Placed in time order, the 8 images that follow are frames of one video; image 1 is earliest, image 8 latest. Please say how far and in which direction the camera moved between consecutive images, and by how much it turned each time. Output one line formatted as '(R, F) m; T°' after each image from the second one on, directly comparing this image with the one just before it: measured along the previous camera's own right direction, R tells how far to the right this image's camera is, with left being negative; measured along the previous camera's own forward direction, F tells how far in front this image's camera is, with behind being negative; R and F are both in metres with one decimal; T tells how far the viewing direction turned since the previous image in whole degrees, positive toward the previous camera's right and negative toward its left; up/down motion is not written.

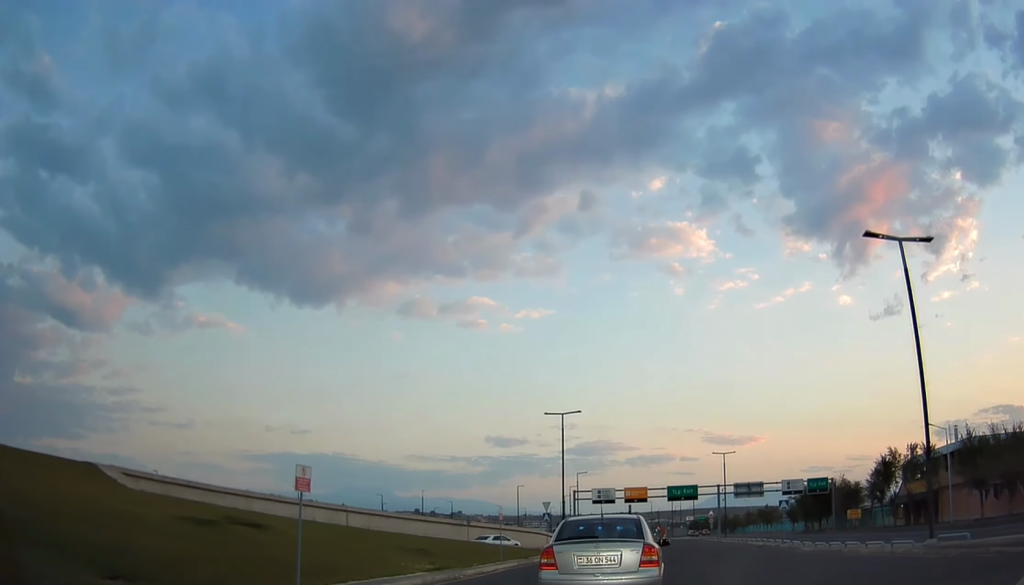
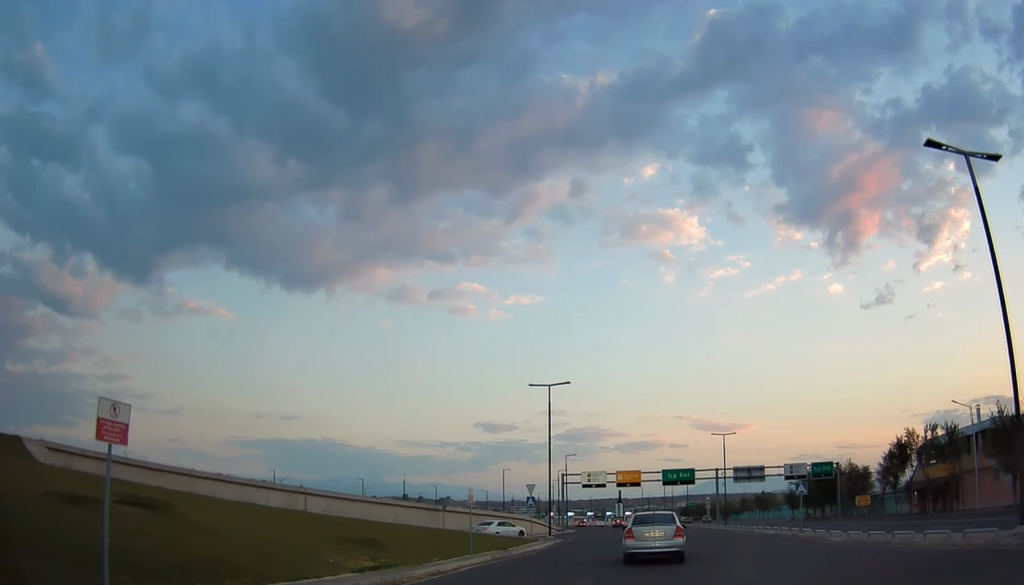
(0.0, +6.2) m; -3°
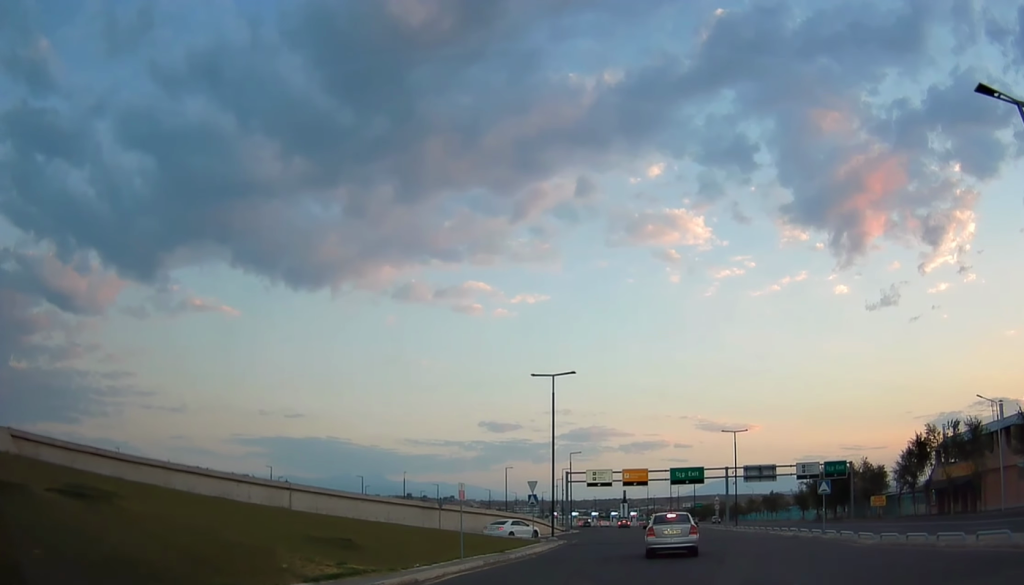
(-0.1, +2.3) m; +2°
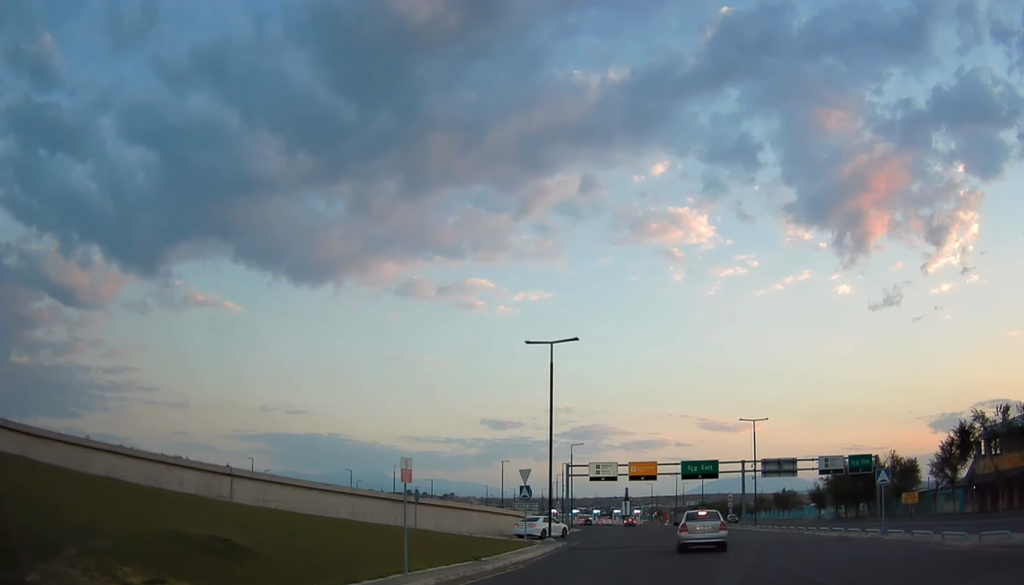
(+0.1, +6.0) m; -2°
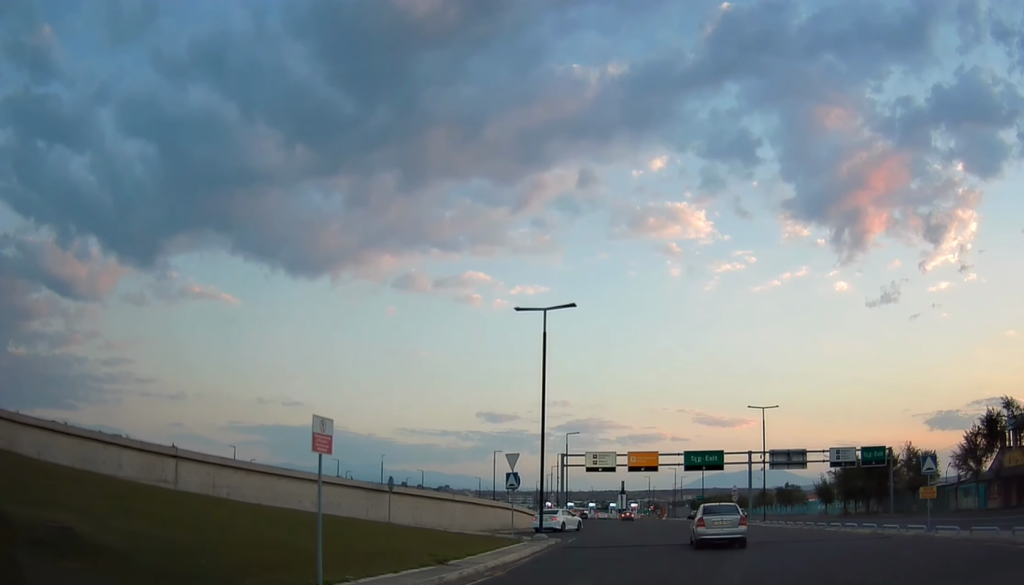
(-0.2, +4.1) m; -1°
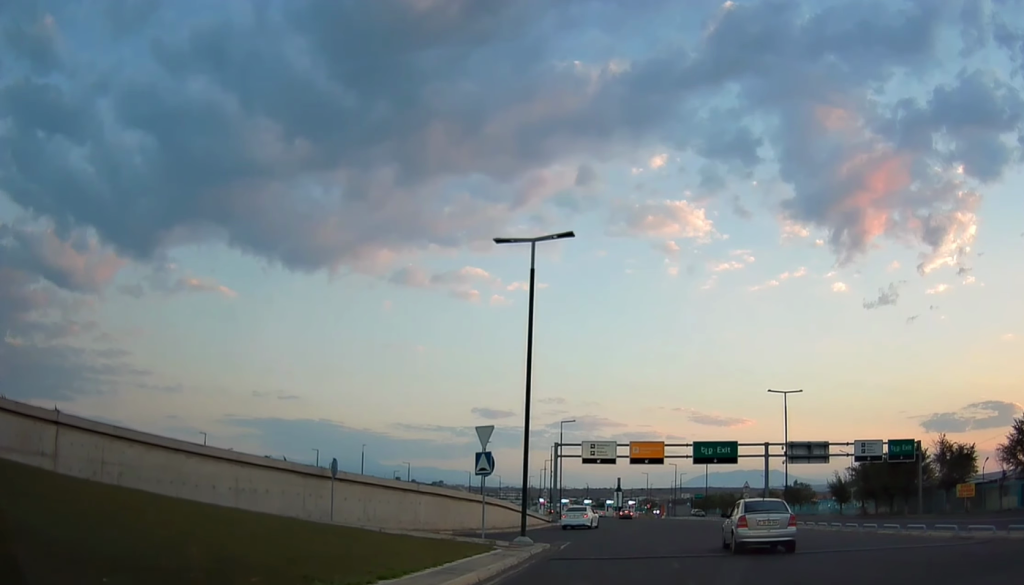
(+0.1, +7.4) m; +2°
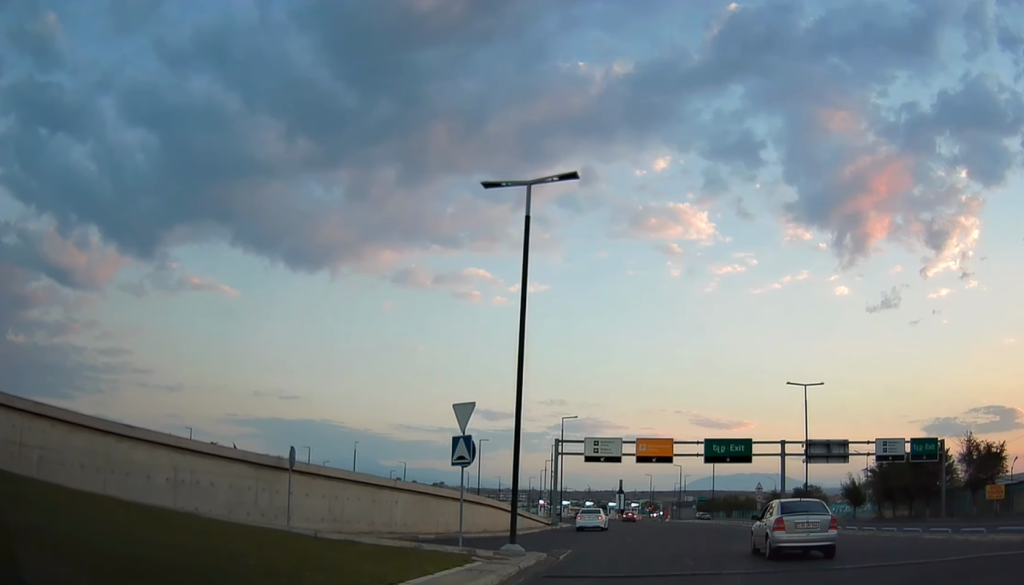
(0.0, +4.3) m; +3°
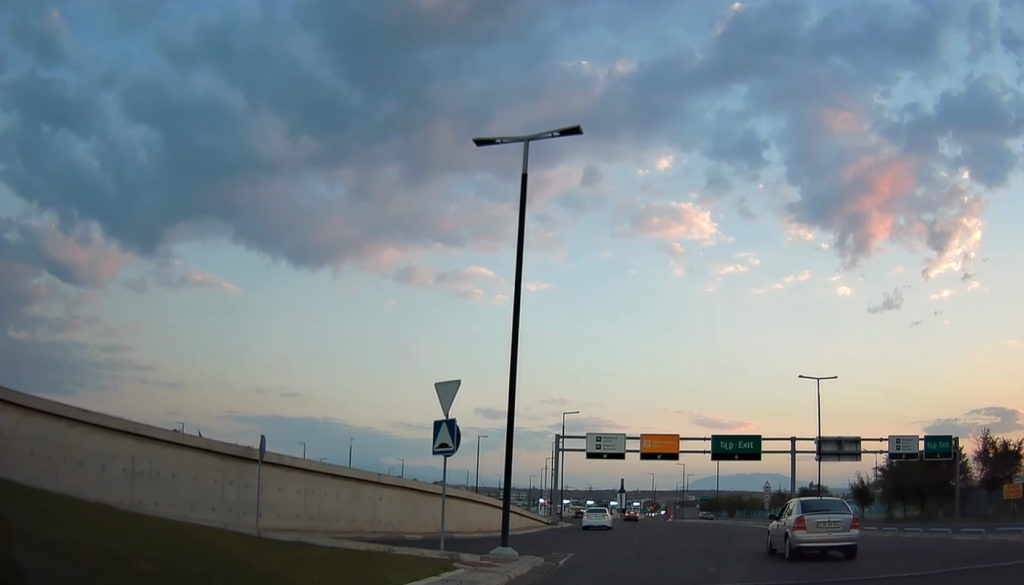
(+0.1, +2.3) m; +2°
